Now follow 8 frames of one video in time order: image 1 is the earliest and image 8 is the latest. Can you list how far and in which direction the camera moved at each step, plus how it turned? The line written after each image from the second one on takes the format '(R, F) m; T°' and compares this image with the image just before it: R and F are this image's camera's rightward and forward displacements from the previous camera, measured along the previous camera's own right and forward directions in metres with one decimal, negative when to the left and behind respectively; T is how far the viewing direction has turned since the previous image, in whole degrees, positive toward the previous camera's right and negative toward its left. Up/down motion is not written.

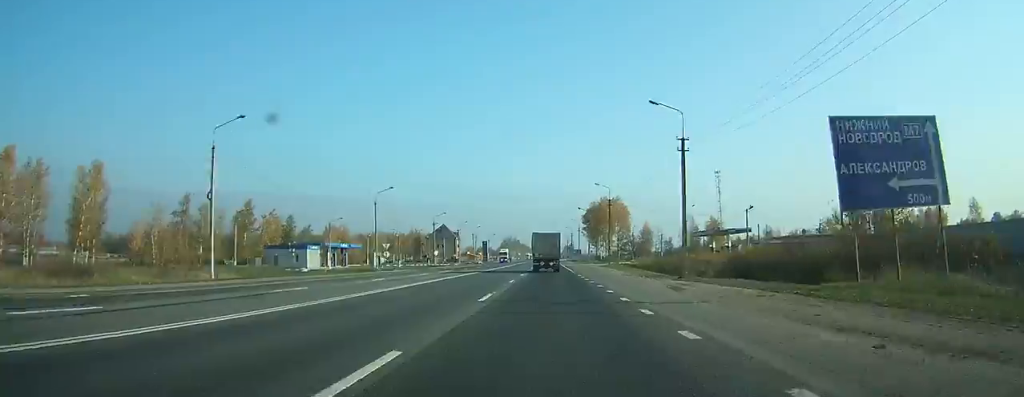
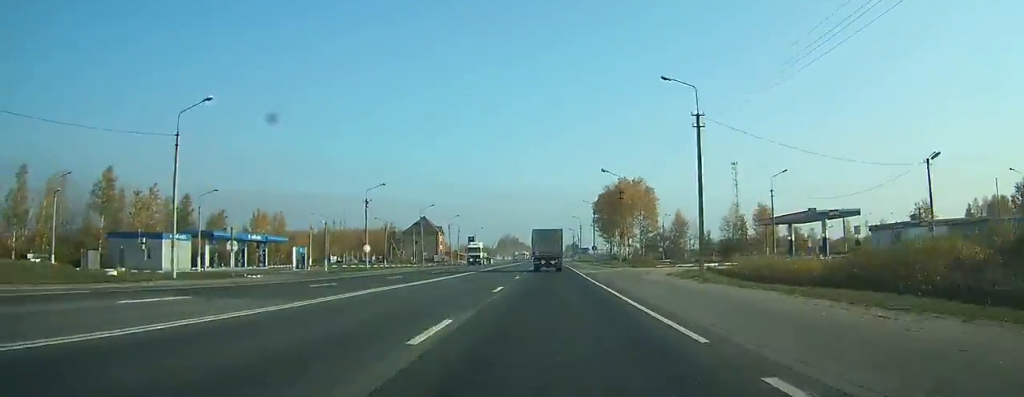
(-0.1, +42.6) m; 0°
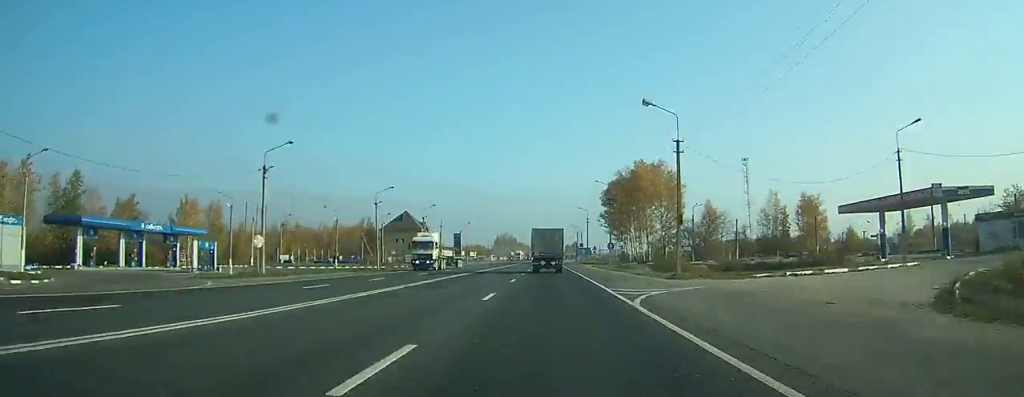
(0.0, +25.3) m; 0°
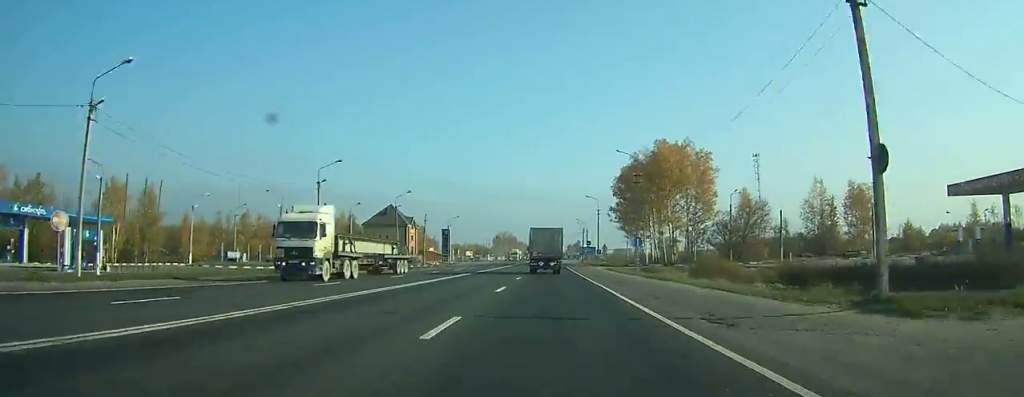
(0.0, +19.9) m; 0°
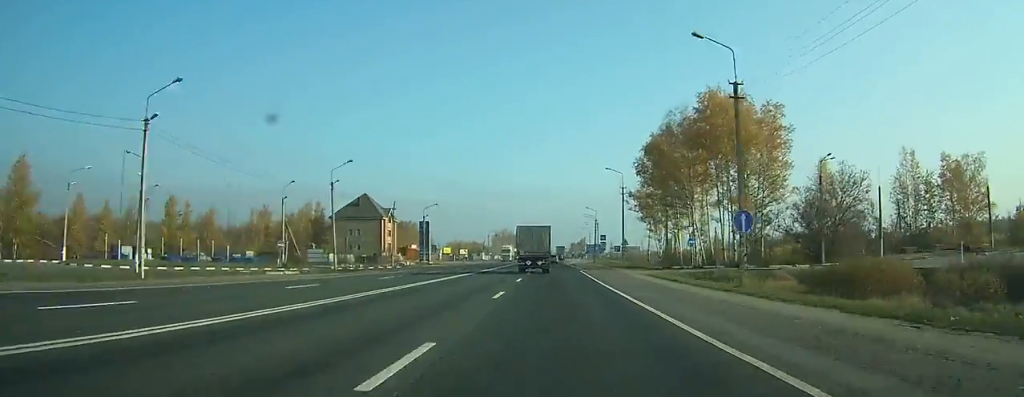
(0.0, +26.8) m; 0°
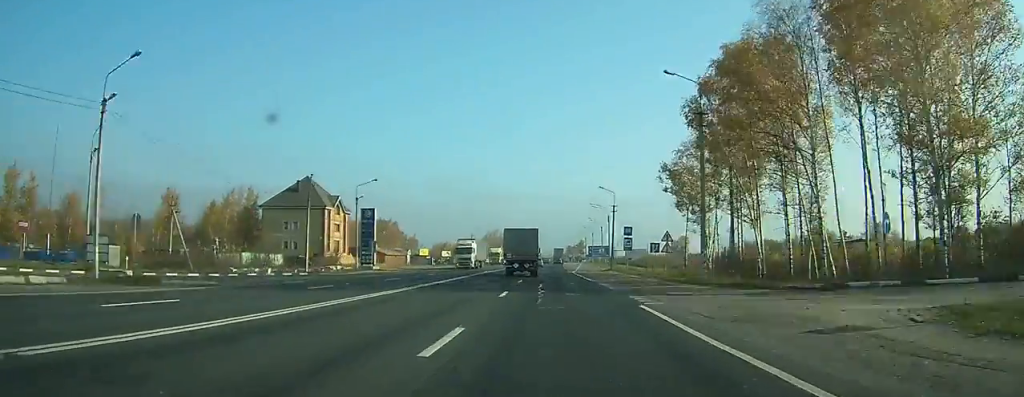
(0.0, +34.2) m; 0°
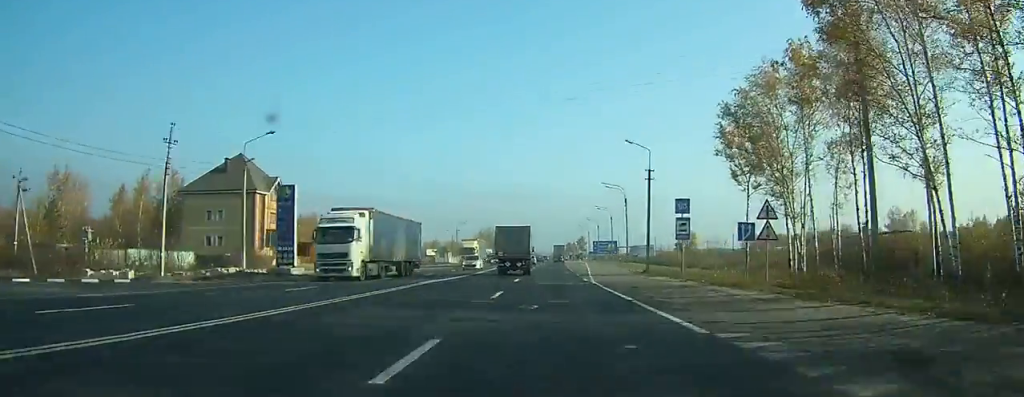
(0.0, +24.2) m; 0°
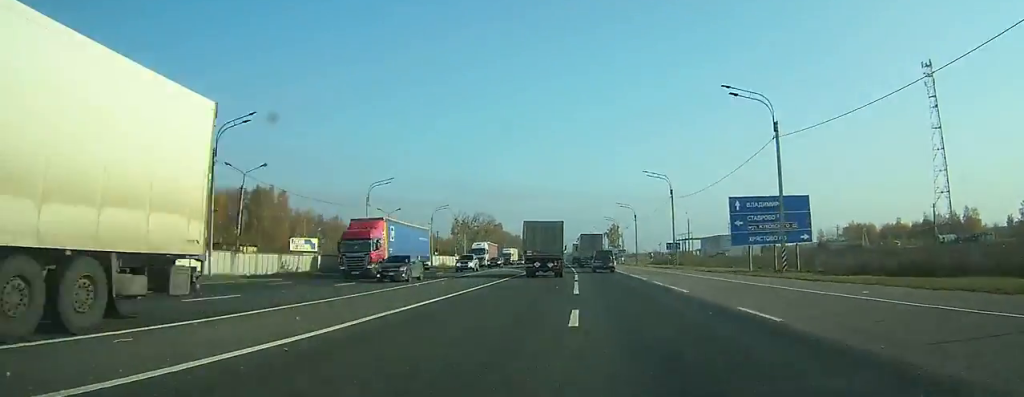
(-0.3, +109.7) m; -1°
